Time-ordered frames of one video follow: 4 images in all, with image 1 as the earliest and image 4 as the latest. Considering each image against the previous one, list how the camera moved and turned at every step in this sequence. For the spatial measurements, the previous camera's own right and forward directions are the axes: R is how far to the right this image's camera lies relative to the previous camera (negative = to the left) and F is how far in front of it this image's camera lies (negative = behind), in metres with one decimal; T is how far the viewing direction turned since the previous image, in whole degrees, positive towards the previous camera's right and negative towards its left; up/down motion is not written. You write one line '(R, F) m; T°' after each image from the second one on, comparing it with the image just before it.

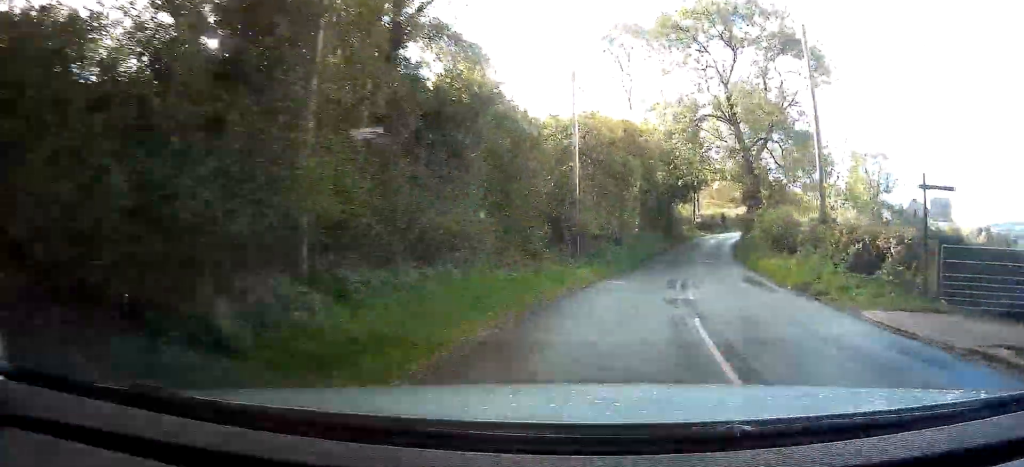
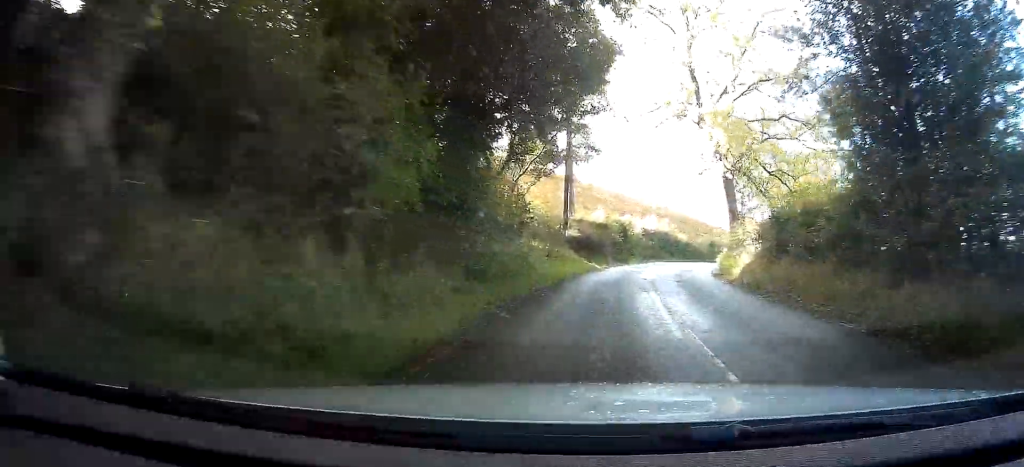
(+6.1, +42.3) m; +15°
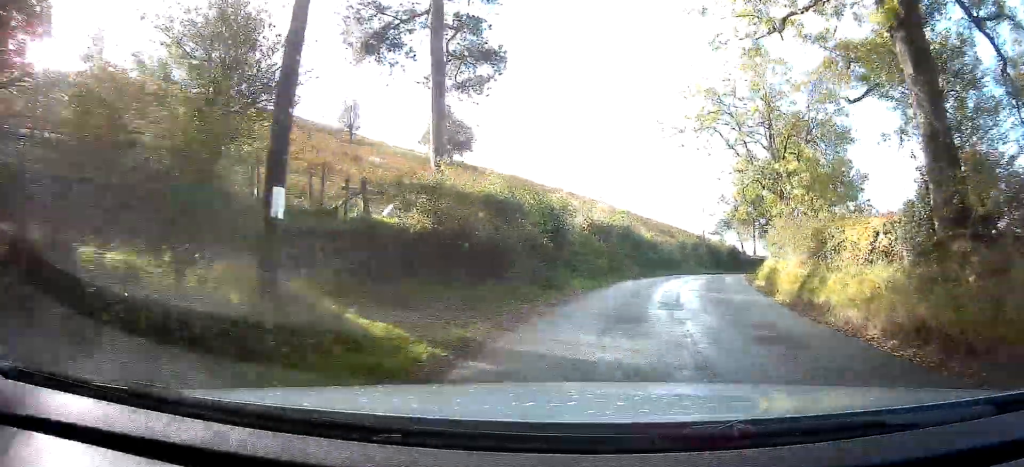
(+1.0, +21.6) m; +7°
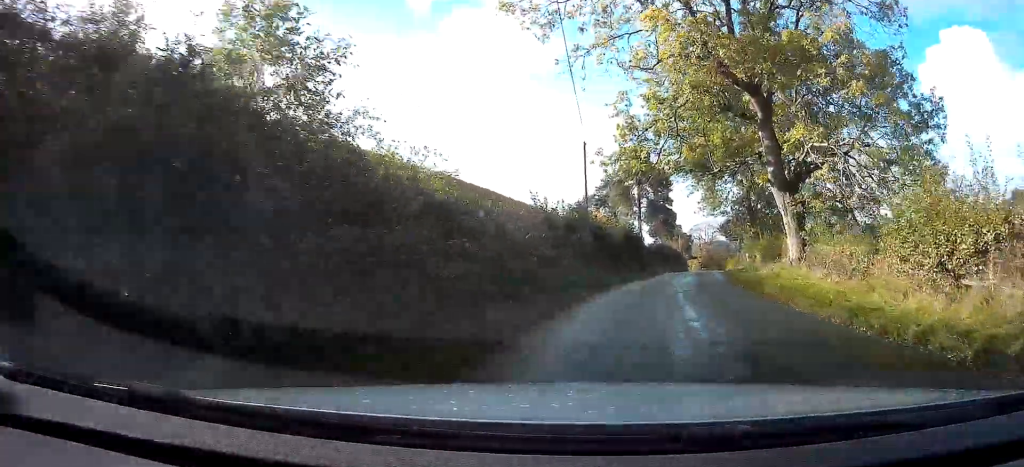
(+3.5, +26.8) m; +14°
